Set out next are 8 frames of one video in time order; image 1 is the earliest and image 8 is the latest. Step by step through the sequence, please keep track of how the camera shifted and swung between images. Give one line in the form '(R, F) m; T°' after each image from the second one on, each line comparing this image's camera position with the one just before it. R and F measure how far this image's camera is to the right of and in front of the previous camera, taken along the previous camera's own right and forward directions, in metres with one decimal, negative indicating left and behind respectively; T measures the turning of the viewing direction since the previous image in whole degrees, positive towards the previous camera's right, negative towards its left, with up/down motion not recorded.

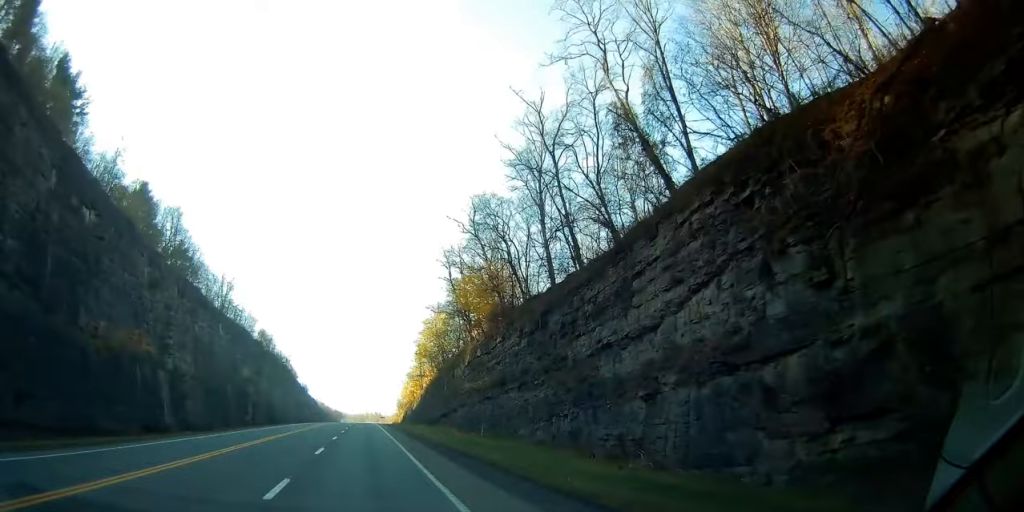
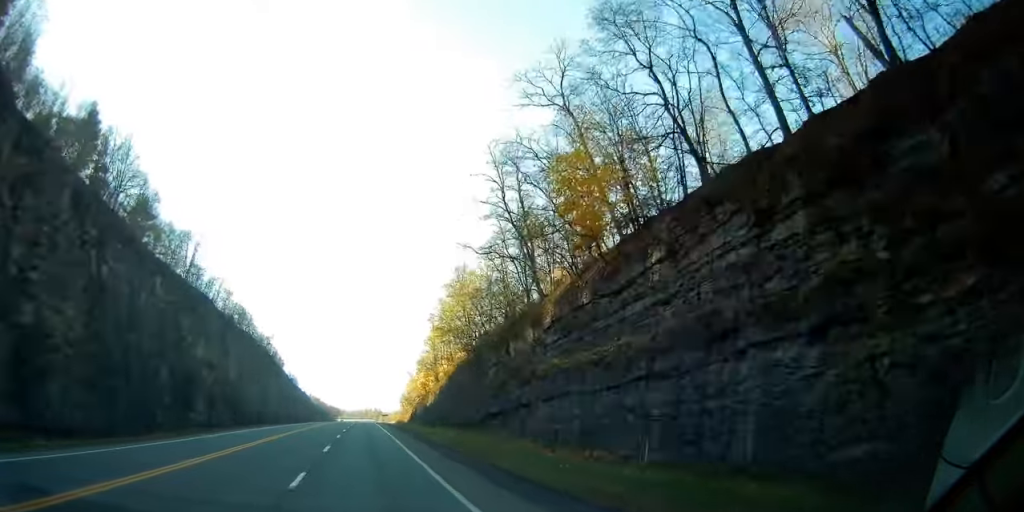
(+0.2, +33.2) m; +1°
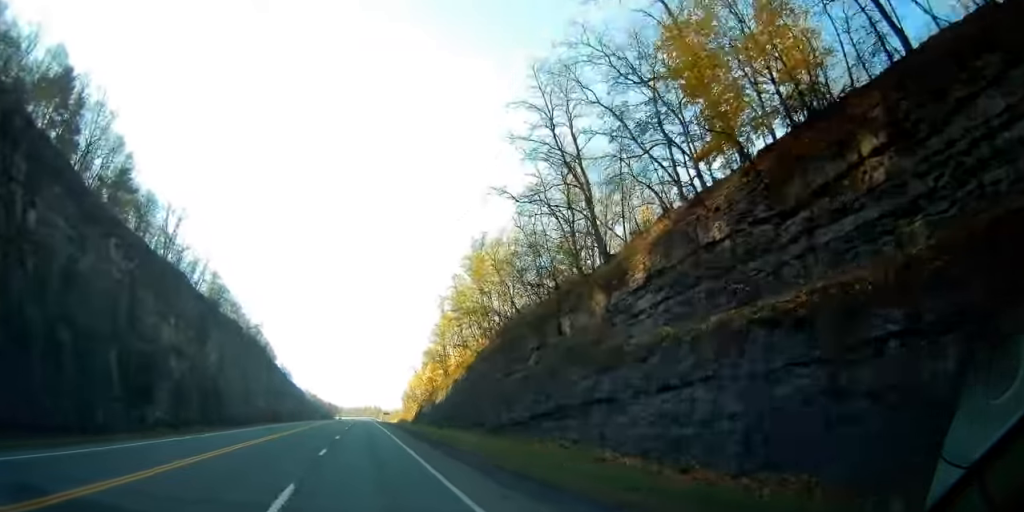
(+0.2, +14.8) m; 0°
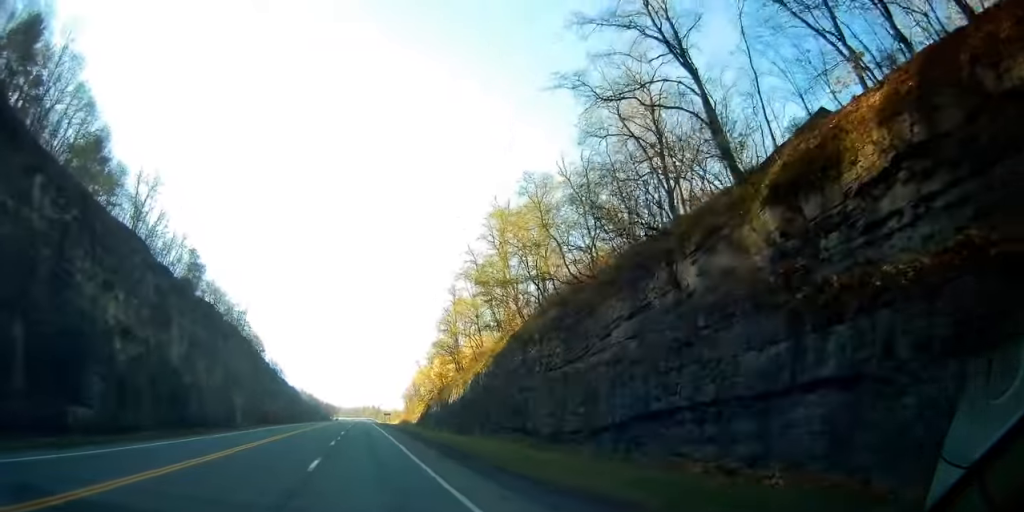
(0.0, +16.4) m; 0°
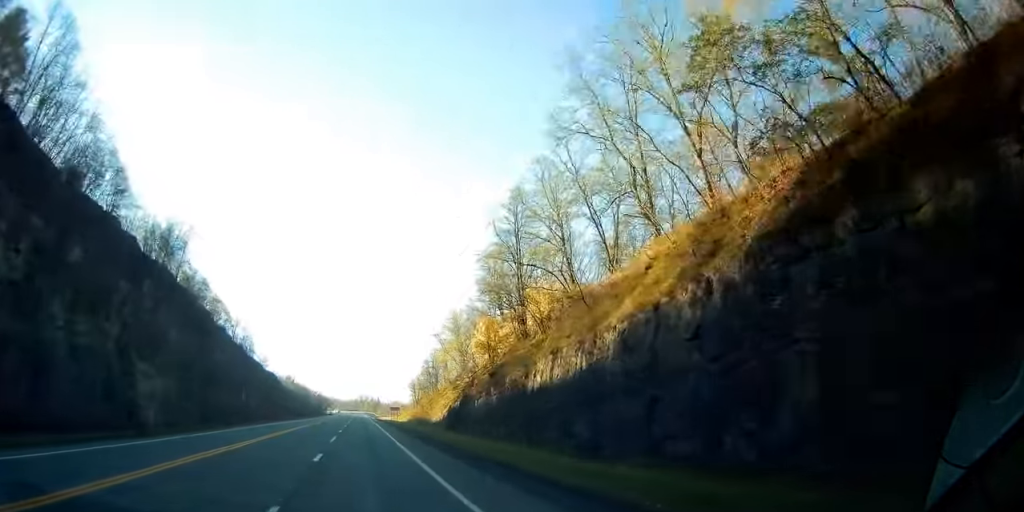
(-0.3, +40.1) m; 0°
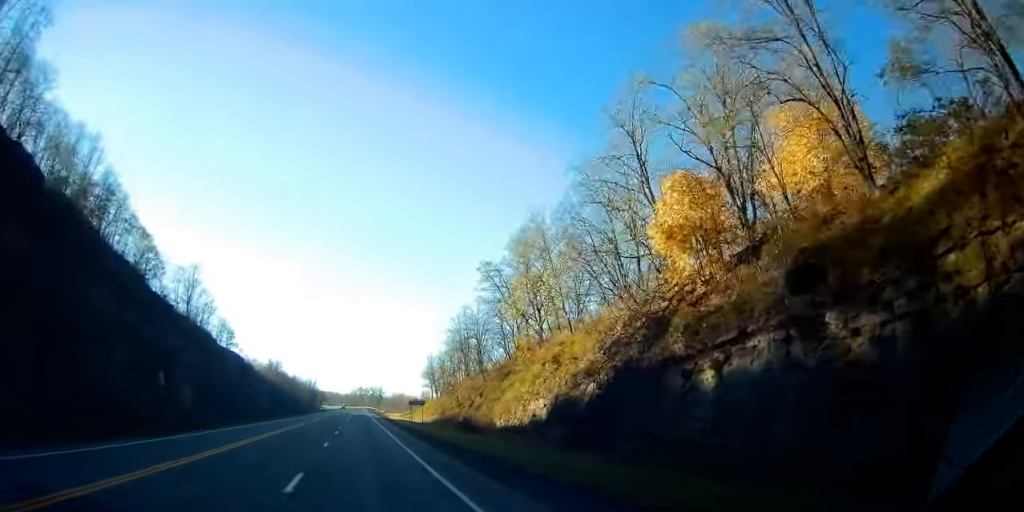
(+0.7, +44.1) m; 0°
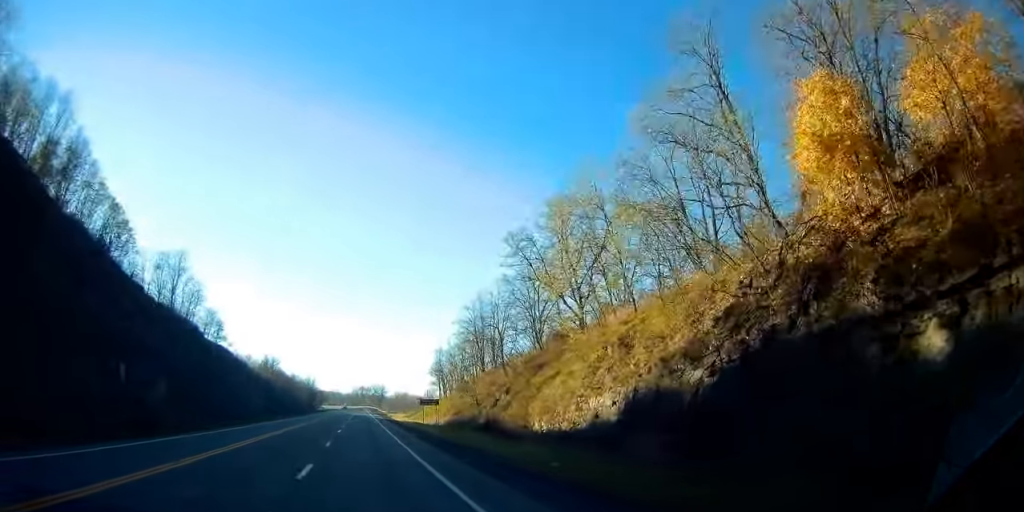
(-0.3, +10.6) m; 0°
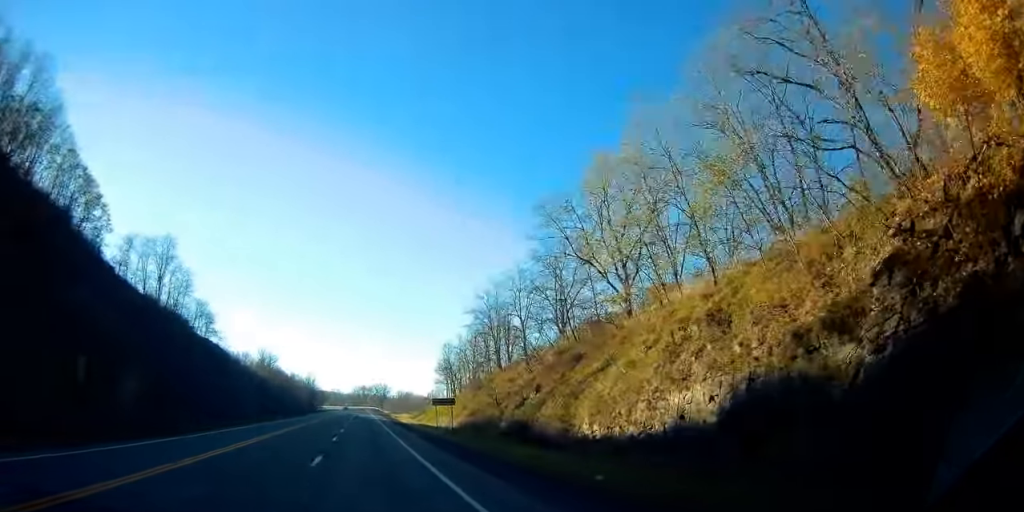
(-0.2, +8.5) m; 0°
